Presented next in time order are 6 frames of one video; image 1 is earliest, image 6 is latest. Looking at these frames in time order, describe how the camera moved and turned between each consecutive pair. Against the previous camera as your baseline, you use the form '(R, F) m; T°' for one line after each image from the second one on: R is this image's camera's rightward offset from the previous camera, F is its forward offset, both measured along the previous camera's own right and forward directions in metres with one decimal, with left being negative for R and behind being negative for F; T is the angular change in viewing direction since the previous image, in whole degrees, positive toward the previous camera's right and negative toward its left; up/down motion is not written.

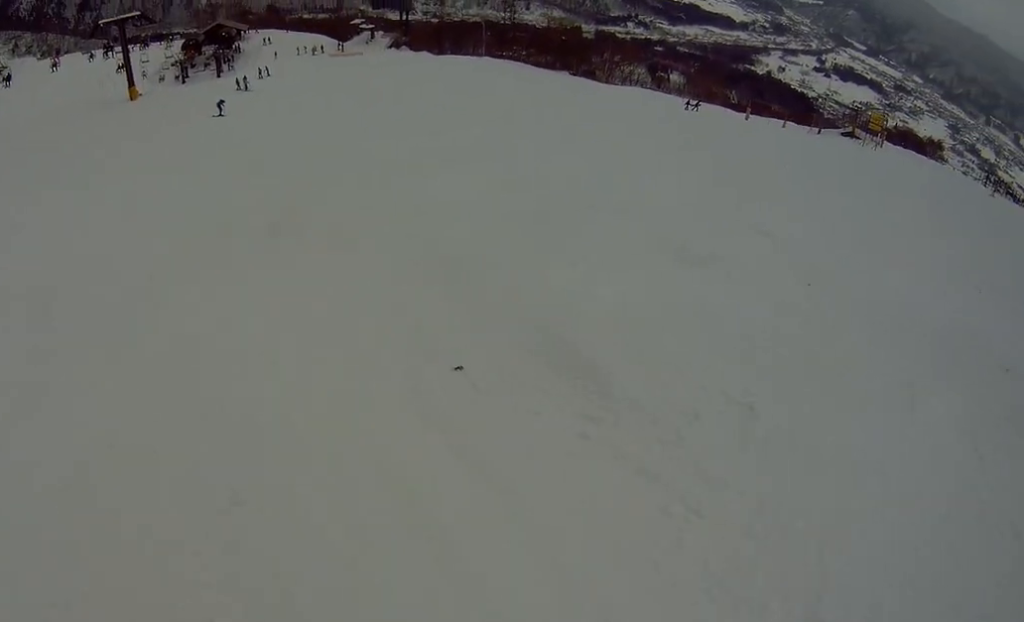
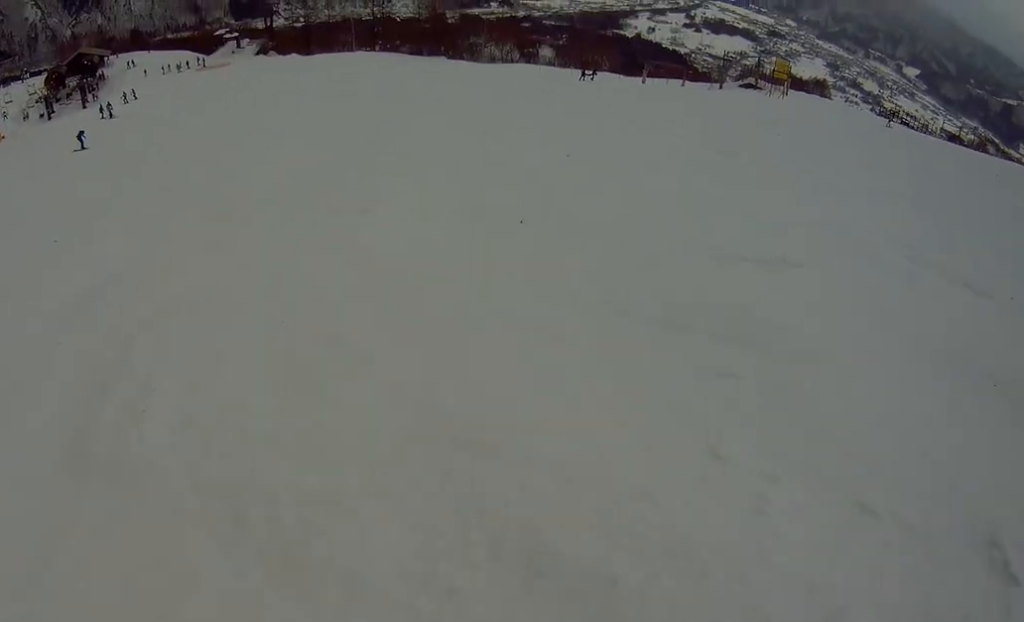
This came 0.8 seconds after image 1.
(-0.1, +4.9) m; -1°
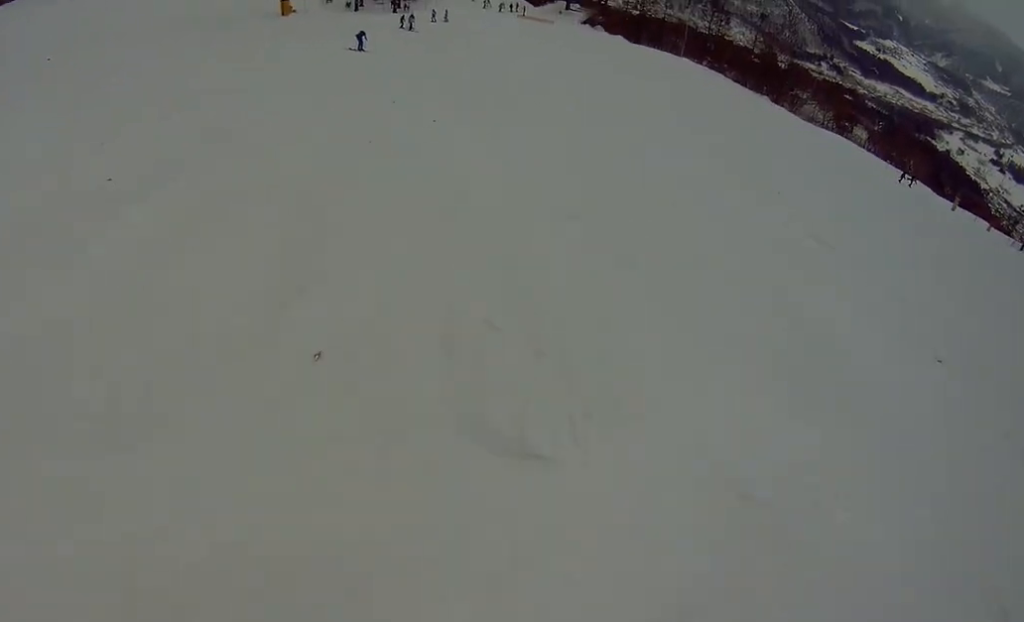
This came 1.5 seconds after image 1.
(0.0, +4.8) m; +3°
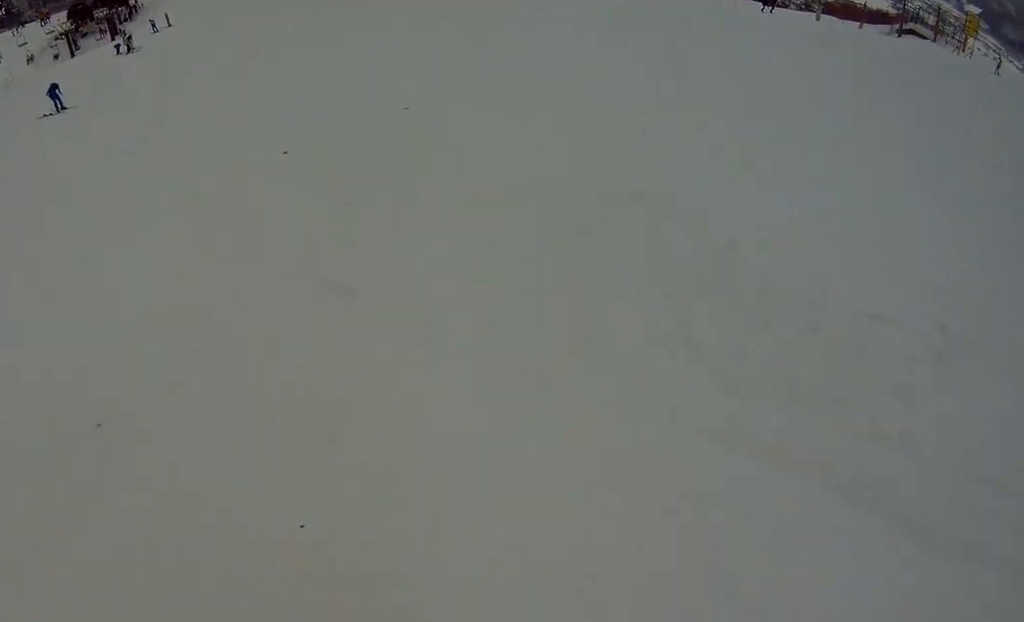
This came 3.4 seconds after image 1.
(+0.4, +12.5) m; -18°
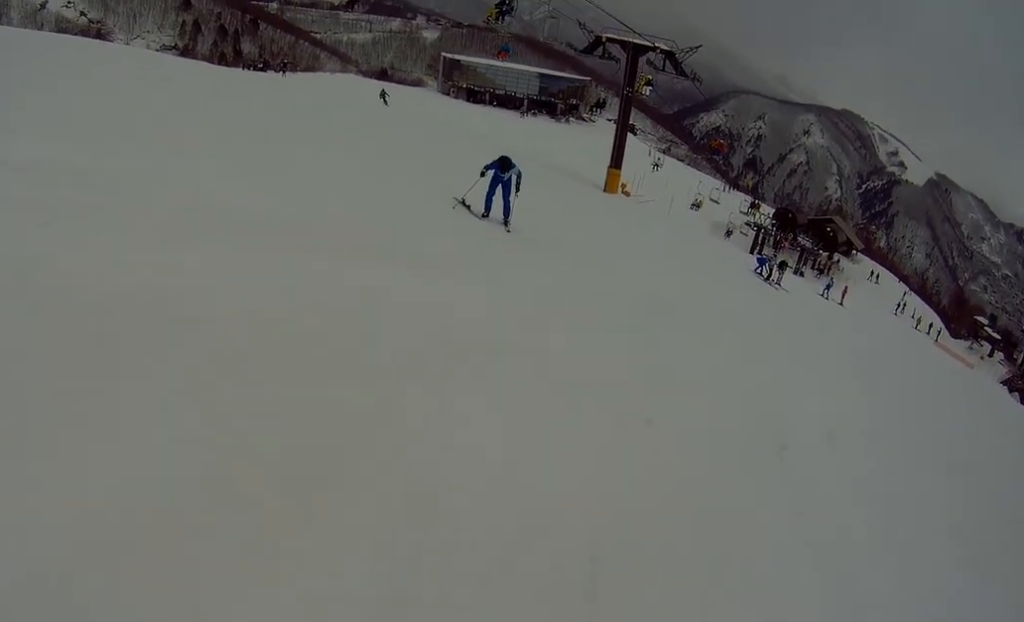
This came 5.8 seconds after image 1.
(-8.3, +11.8) m; -52°
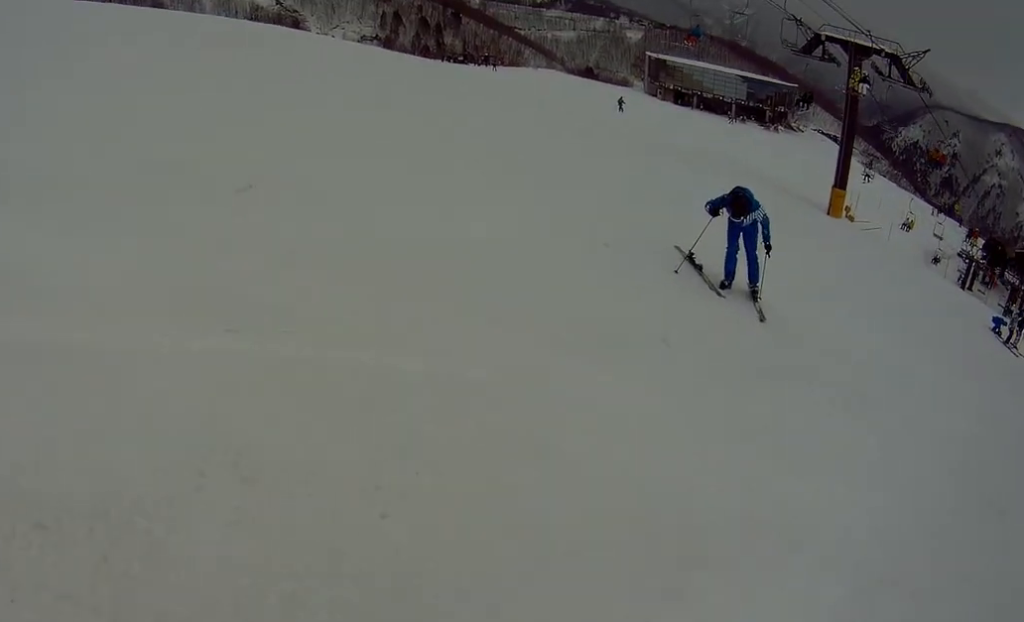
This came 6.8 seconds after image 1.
(-0.6, +5.6) m; -6°
